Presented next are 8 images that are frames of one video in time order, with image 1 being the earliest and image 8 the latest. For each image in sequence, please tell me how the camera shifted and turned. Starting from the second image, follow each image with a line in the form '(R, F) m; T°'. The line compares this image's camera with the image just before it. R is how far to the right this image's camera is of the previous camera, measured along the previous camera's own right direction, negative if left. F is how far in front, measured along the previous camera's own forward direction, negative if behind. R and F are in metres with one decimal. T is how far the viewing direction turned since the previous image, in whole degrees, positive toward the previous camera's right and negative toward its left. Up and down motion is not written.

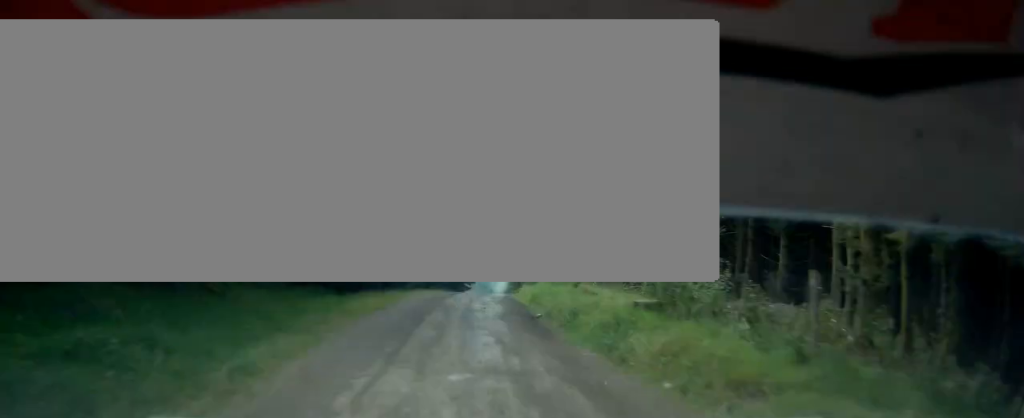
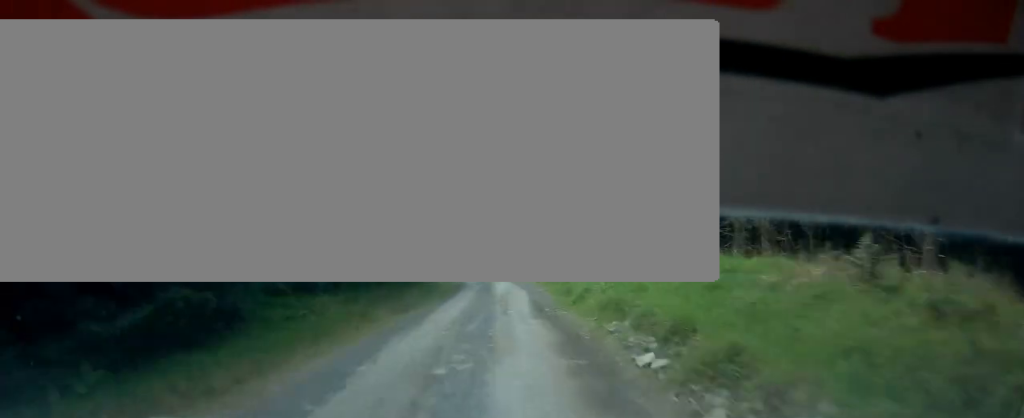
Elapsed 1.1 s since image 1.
(-0.3, +31.8) m; -2°
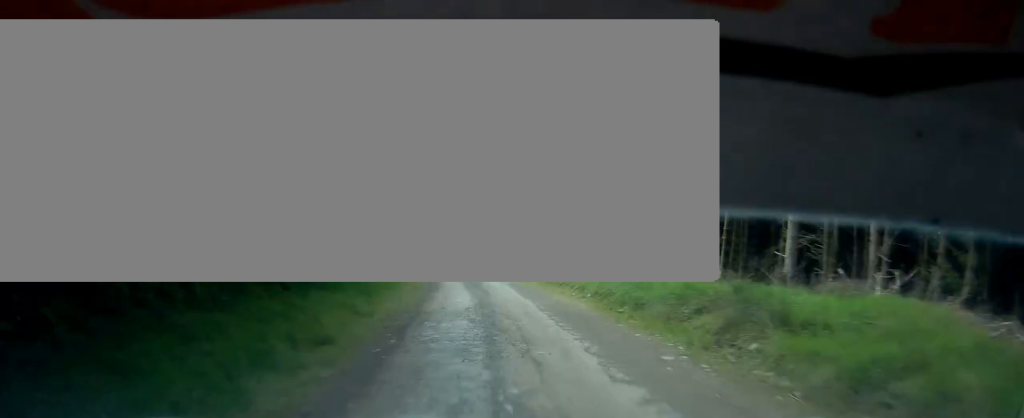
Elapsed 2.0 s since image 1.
(-0.5, +24.7) m; -2°
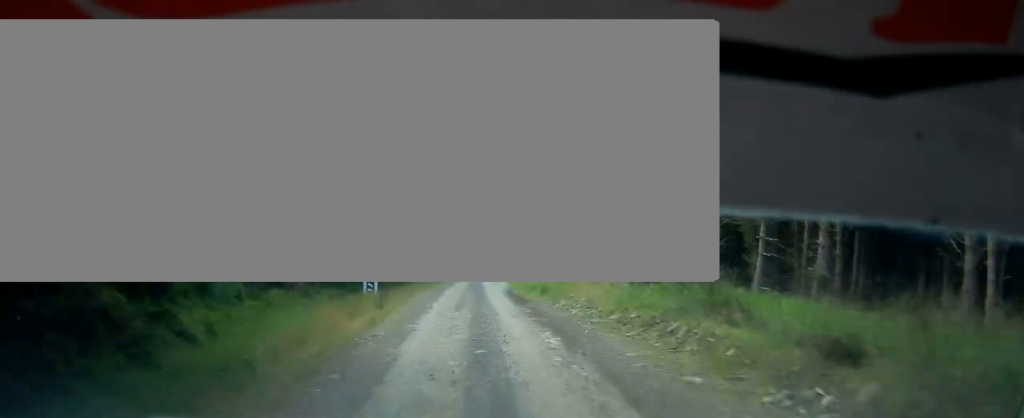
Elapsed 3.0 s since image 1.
(-0.6, +26.4) m; -1°
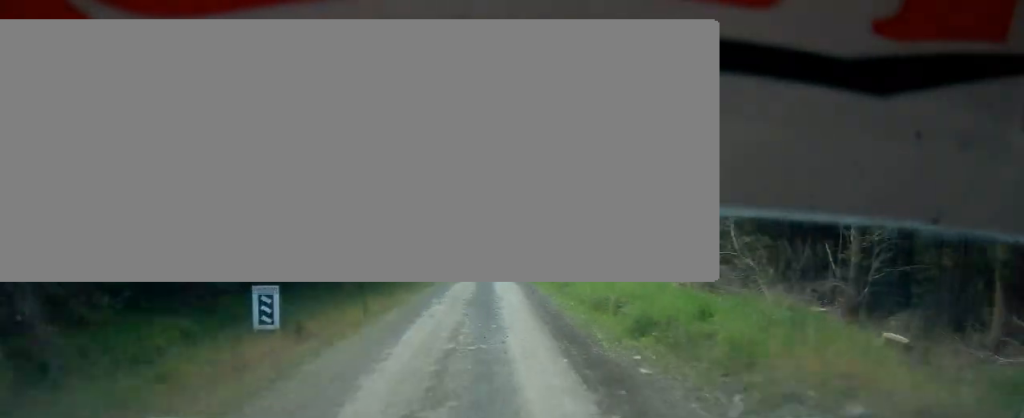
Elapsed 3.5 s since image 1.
(0.0, +13.0) m; +1°
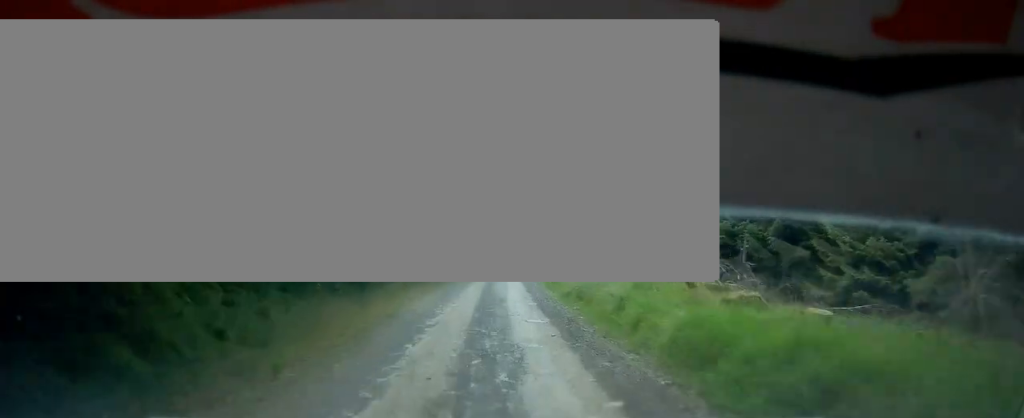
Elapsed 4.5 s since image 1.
(+0.4, +22.1) m; 0°
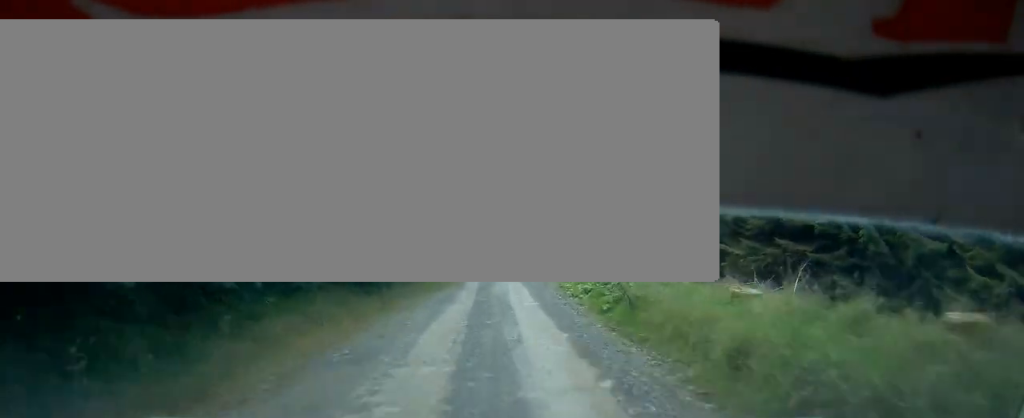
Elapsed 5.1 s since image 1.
(+0.1, +14.0) m; -1°
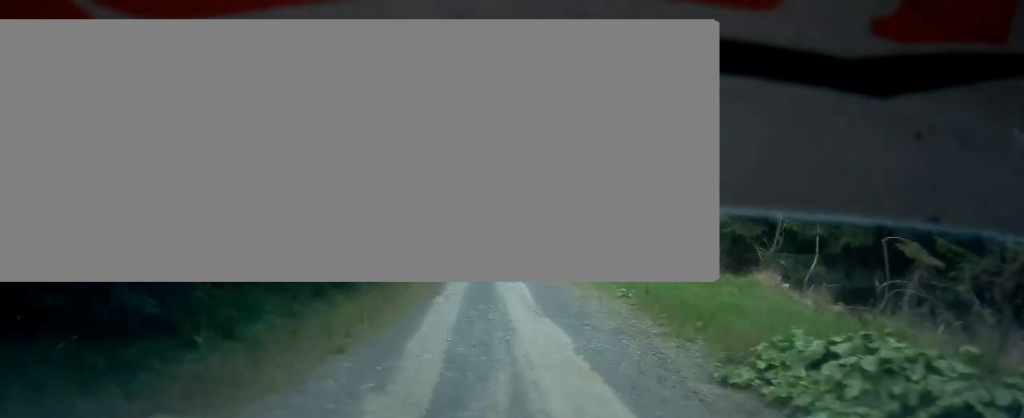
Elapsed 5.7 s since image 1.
(-0.6, +15.4) m; -1°
